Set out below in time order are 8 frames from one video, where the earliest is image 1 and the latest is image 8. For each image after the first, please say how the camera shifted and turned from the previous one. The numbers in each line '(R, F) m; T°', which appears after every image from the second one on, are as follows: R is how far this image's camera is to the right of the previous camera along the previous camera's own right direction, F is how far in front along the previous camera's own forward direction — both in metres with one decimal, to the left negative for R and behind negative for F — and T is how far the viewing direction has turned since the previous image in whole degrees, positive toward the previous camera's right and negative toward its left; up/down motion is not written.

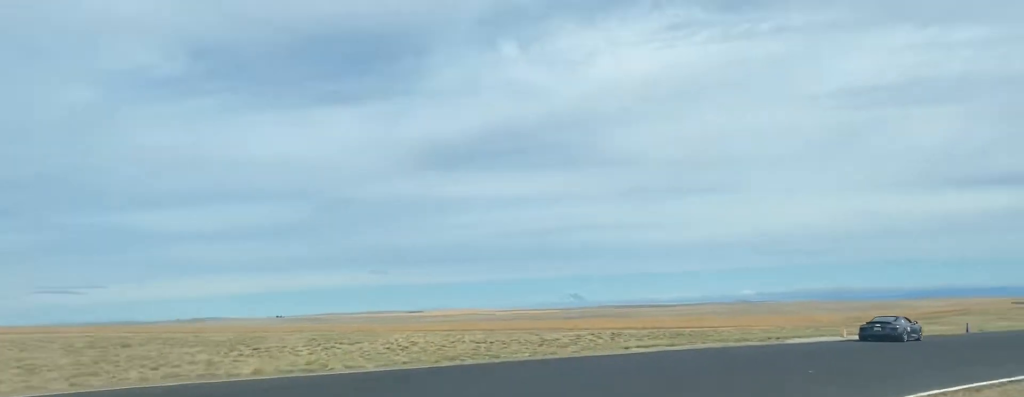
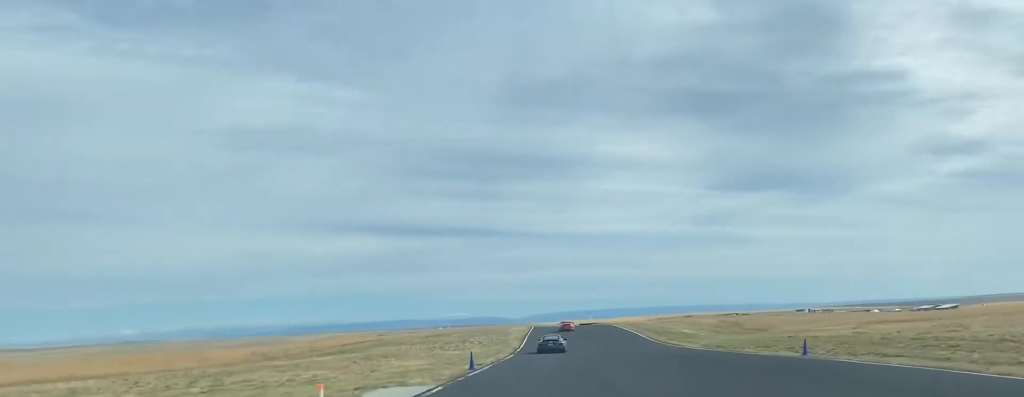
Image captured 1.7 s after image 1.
(+13.8, +29.9) m; +44°
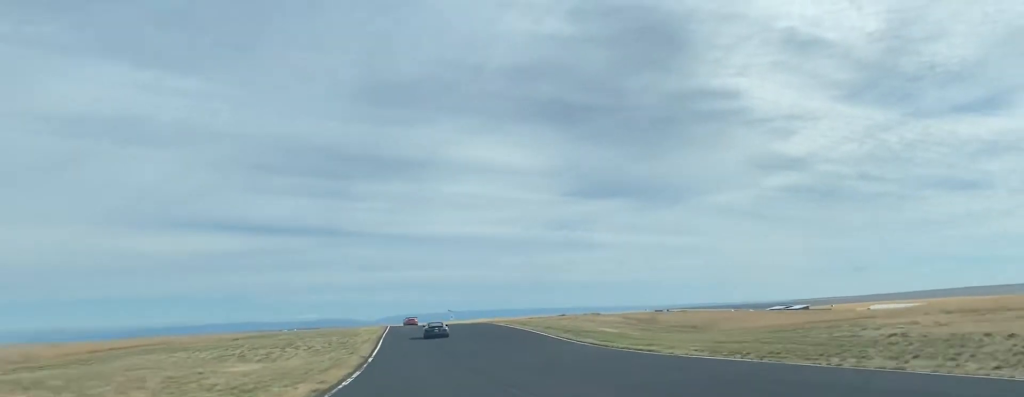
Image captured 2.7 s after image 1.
(+4.9, +28.3) m; +12°
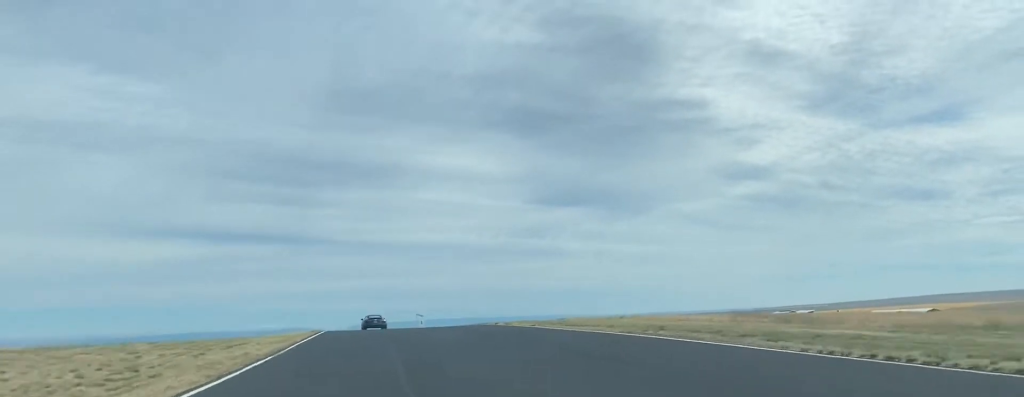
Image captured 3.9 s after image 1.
(+0.2, +42.5) m; -2°
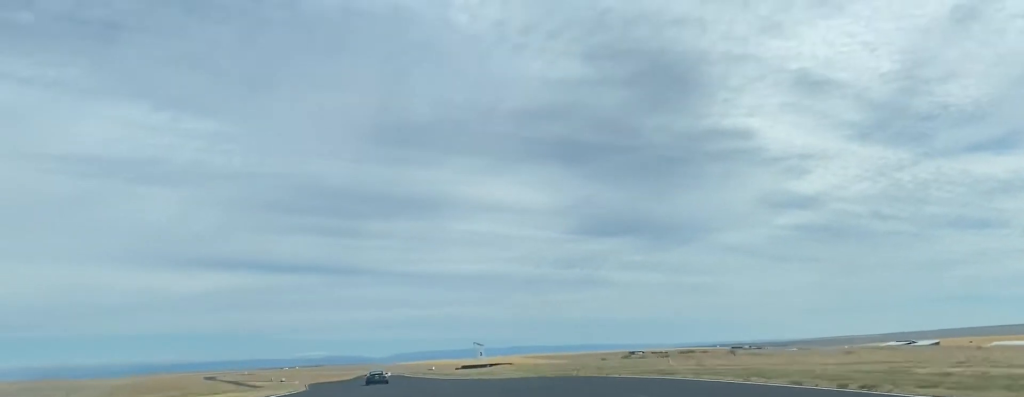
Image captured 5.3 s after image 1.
(-2.9, +54.9) m; -7°
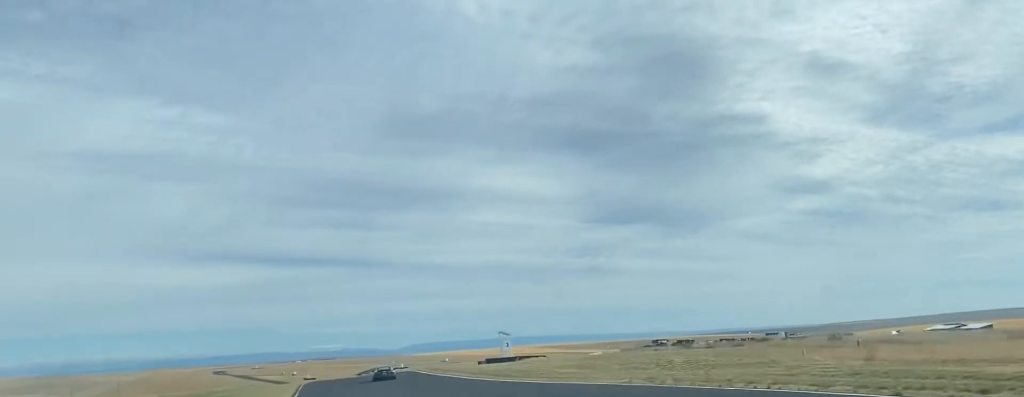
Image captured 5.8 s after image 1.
(-0.1, +20.0) m; -2°
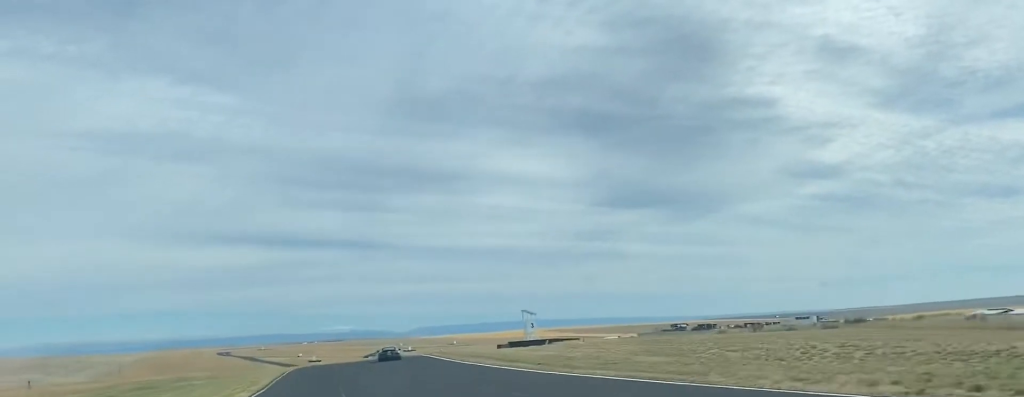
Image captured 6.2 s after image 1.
(-0.8, +19.0) m; -1°
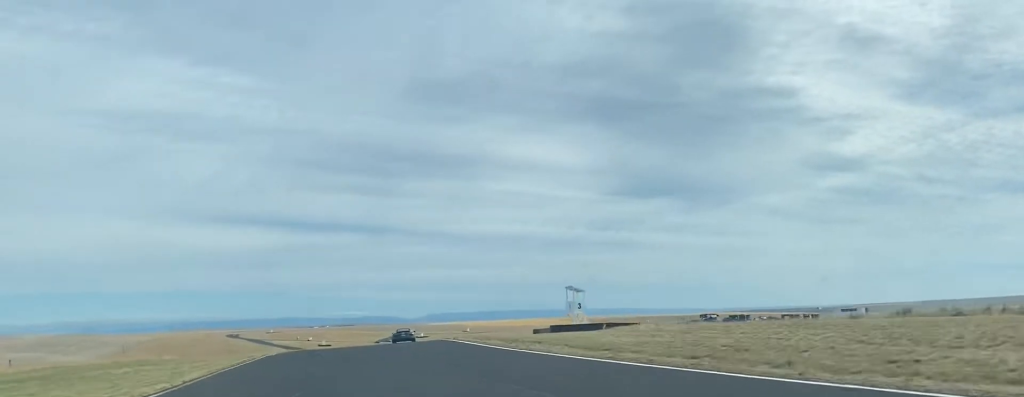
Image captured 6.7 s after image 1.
(-0.4, +21.2) m; -2°
